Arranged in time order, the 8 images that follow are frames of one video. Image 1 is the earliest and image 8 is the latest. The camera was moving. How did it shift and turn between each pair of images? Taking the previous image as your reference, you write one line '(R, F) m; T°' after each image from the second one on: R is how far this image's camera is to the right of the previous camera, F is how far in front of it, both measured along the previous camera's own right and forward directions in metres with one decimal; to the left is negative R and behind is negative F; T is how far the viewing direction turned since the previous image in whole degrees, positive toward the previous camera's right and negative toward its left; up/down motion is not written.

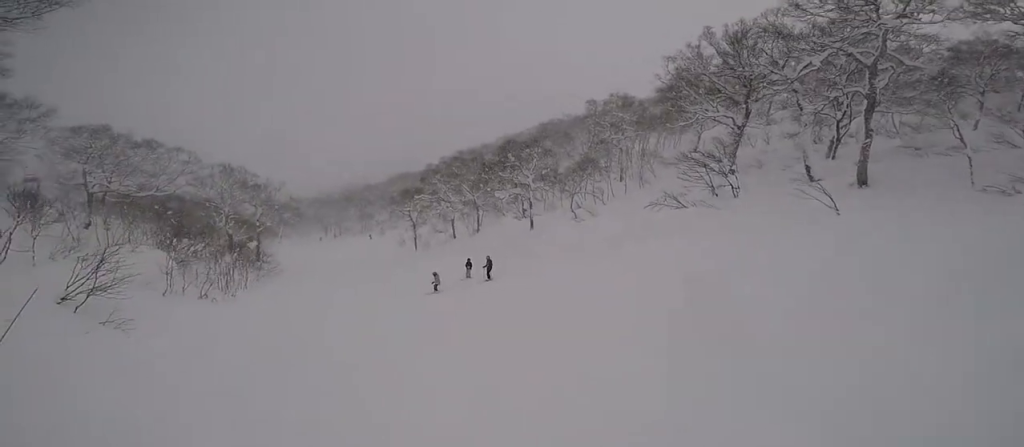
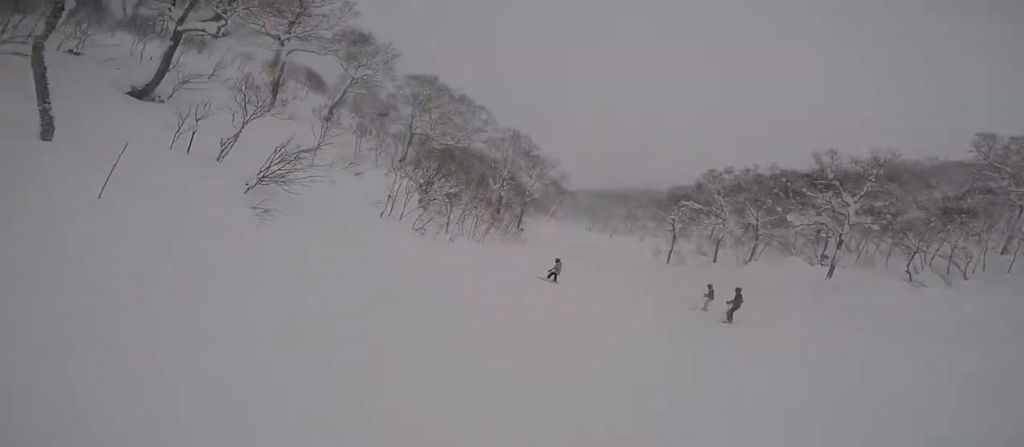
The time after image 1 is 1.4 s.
(-1.5, +4.5) m; -46°
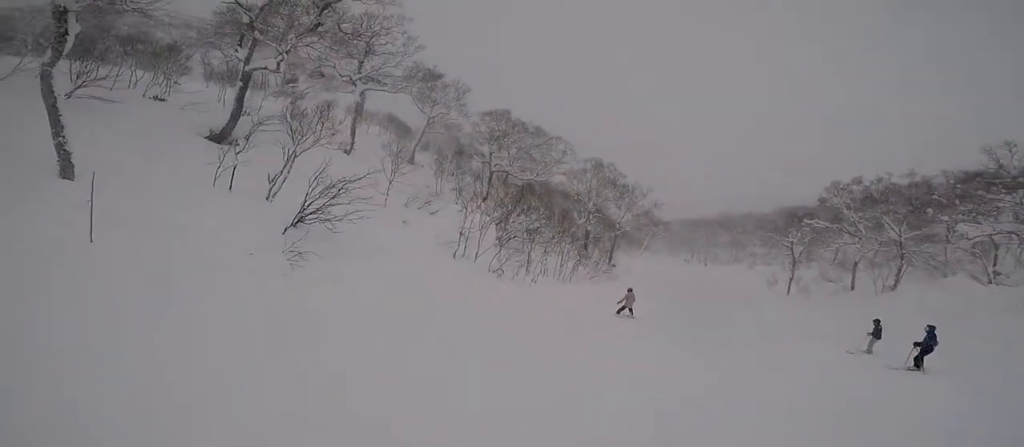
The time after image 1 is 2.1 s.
(-0.6, +2.6) m; -19°
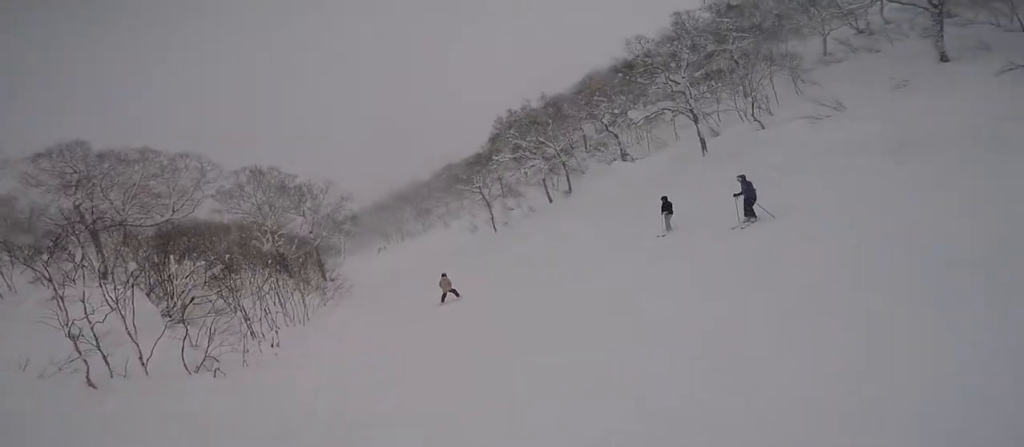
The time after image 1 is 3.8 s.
(-0.3, +6.7) m; +39°
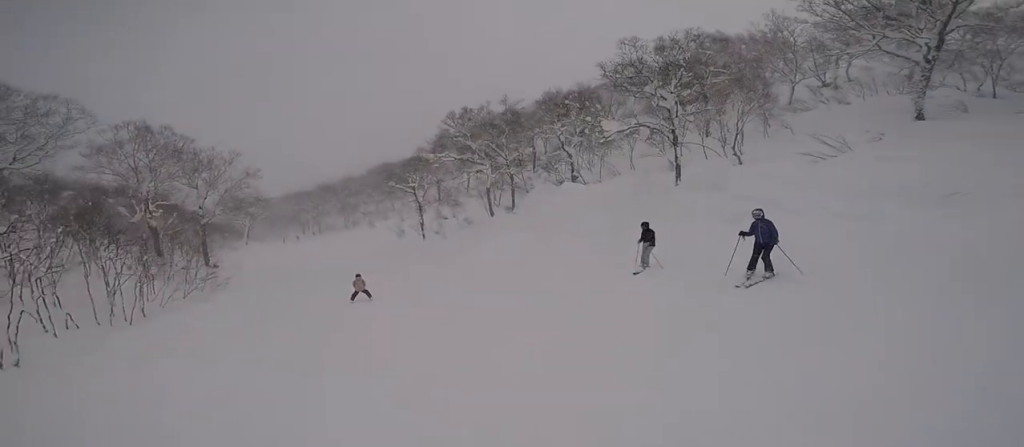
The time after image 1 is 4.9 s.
(+2.2, +4.6) m; +16°
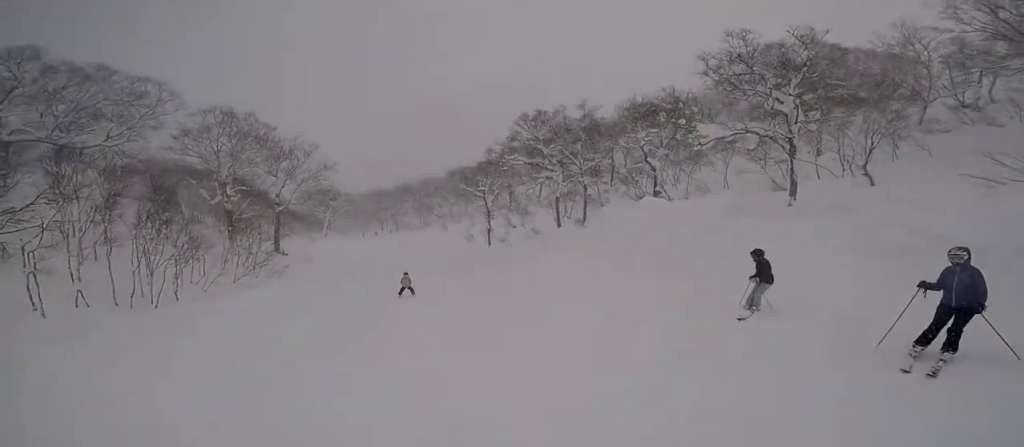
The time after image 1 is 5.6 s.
(-0.3, +3.3) m; -17°
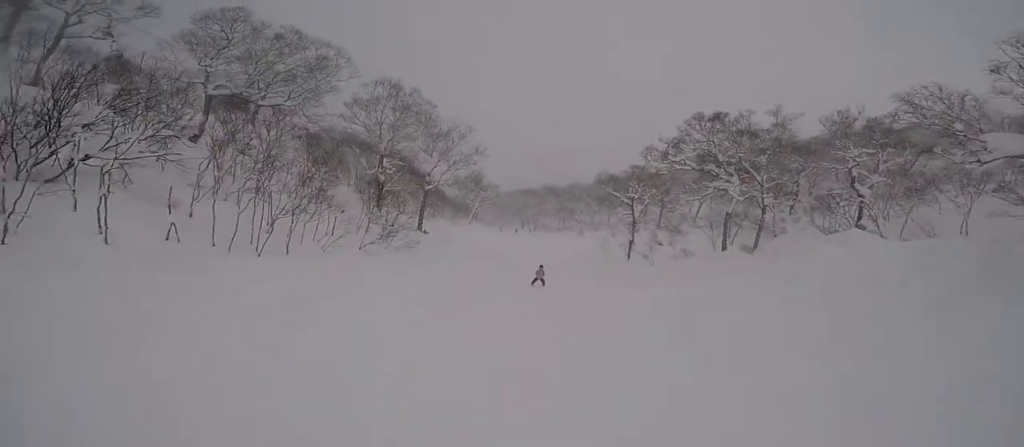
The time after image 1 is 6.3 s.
(-0.8, +3.8) m; -13°
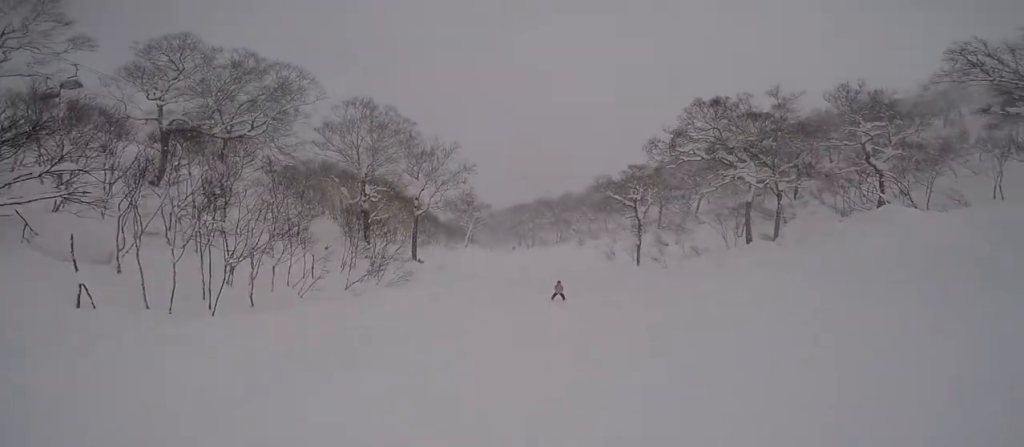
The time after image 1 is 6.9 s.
(-0.4, +3.0) m; -6°
